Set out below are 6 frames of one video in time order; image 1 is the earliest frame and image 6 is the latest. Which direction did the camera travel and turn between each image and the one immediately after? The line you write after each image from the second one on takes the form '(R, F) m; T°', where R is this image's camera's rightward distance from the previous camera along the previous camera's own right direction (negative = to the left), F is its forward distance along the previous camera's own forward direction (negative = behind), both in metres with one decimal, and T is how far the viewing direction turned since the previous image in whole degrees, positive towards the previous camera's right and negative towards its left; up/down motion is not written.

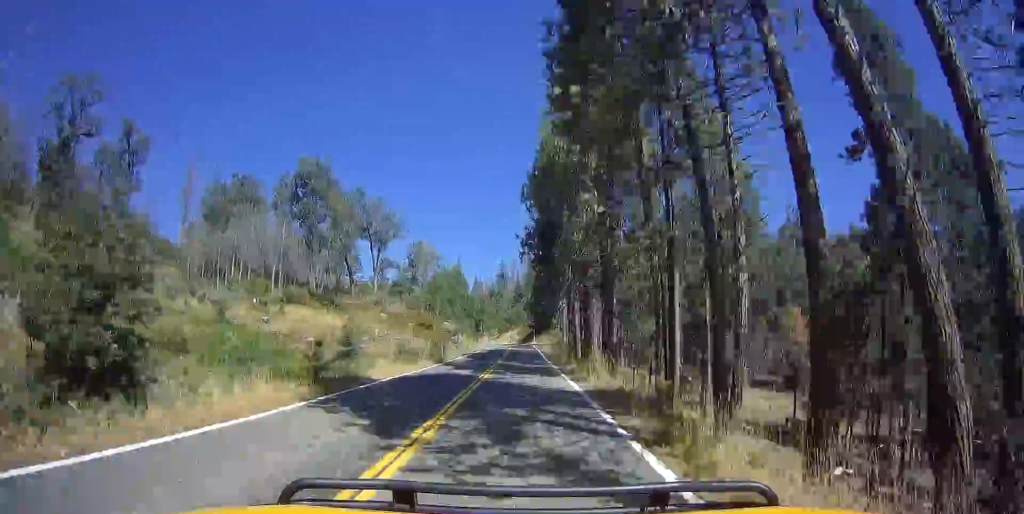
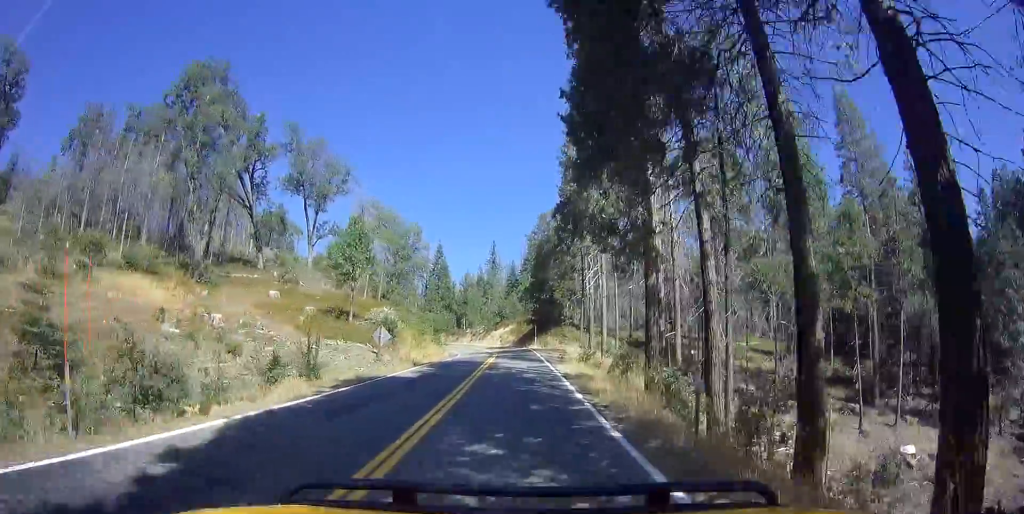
(+0.5, +33.8) m; -1°
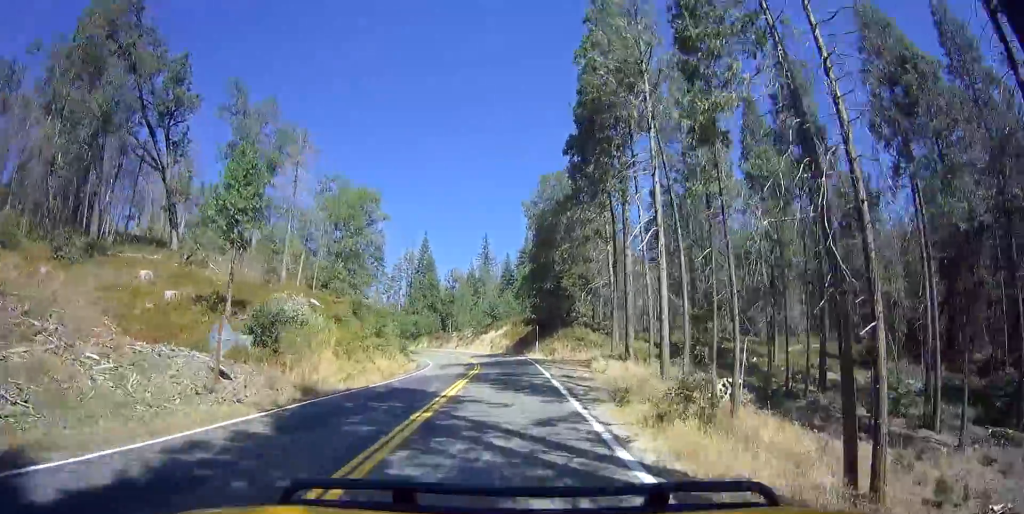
(-0.8, +16.2) m; -4°
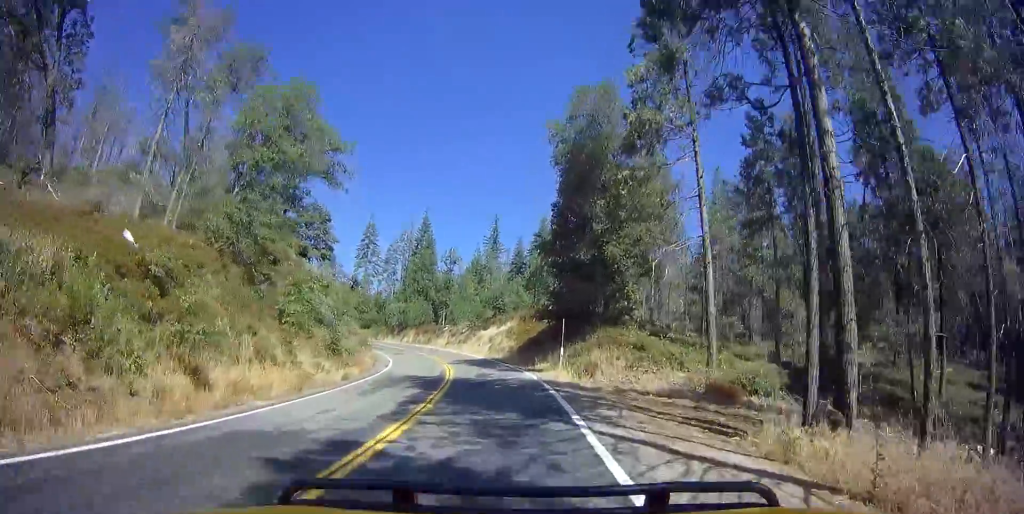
(-0.7, +17.9) m; -13°
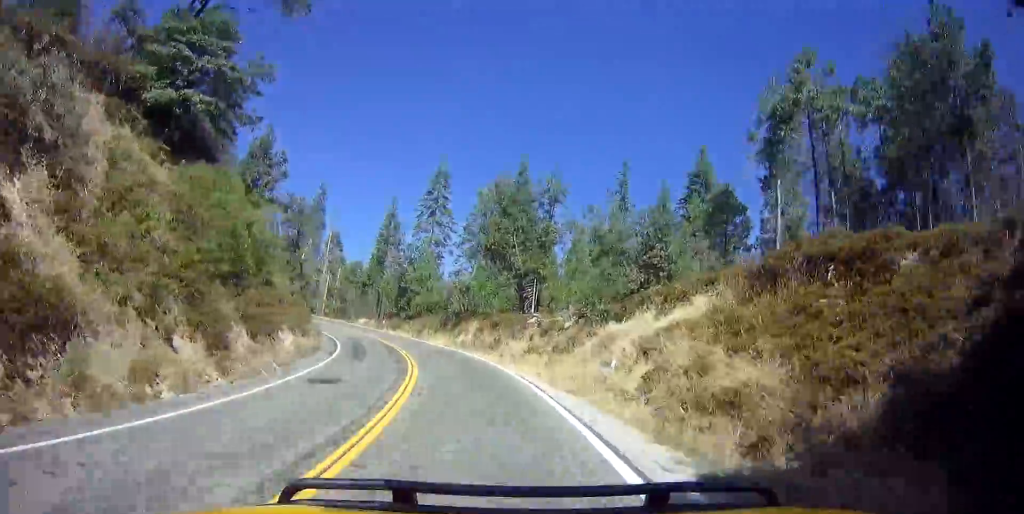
(-13.6, +32.9) m; -30°
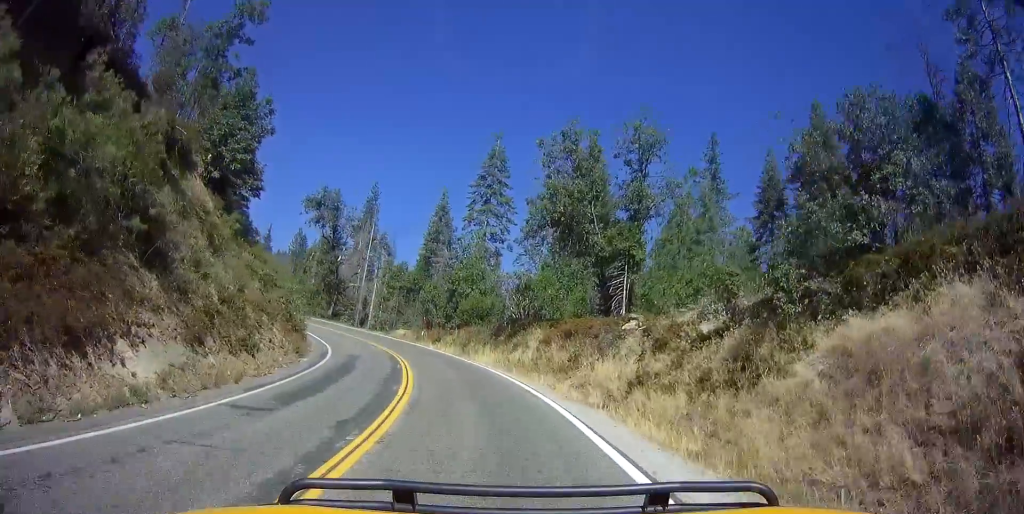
(+0.3, +13.5) m; -1°
